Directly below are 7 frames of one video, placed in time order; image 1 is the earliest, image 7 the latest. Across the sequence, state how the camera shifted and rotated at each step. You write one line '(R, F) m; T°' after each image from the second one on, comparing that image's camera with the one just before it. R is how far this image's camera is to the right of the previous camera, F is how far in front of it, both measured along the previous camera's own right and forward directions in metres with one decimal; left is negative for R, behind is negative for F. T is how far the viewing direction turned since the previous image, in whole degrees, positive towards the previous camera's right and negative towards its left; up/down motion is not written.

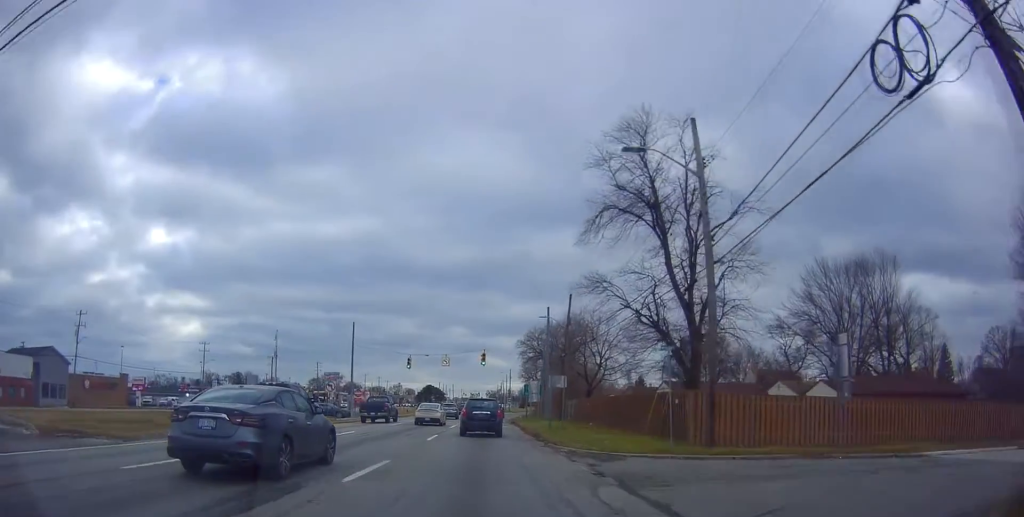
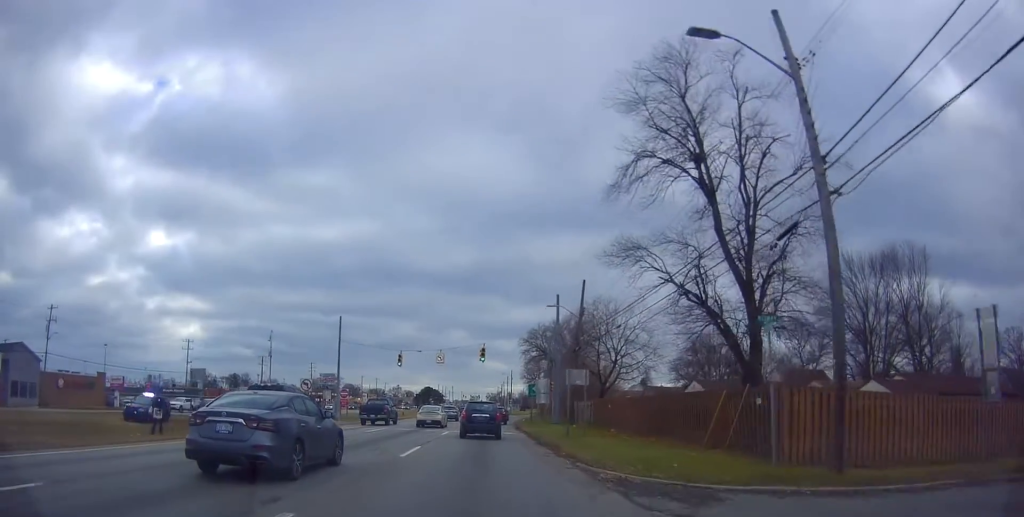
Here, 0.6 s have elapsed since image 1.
(-0.2, +7.1) m; 0°
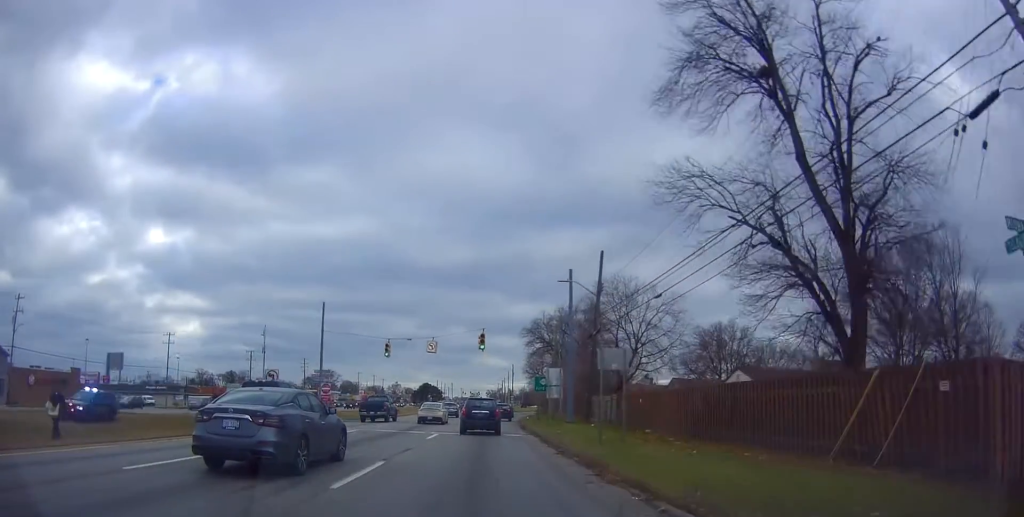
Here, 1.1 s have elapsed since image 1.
(-0.1, +7.2) m; 0°
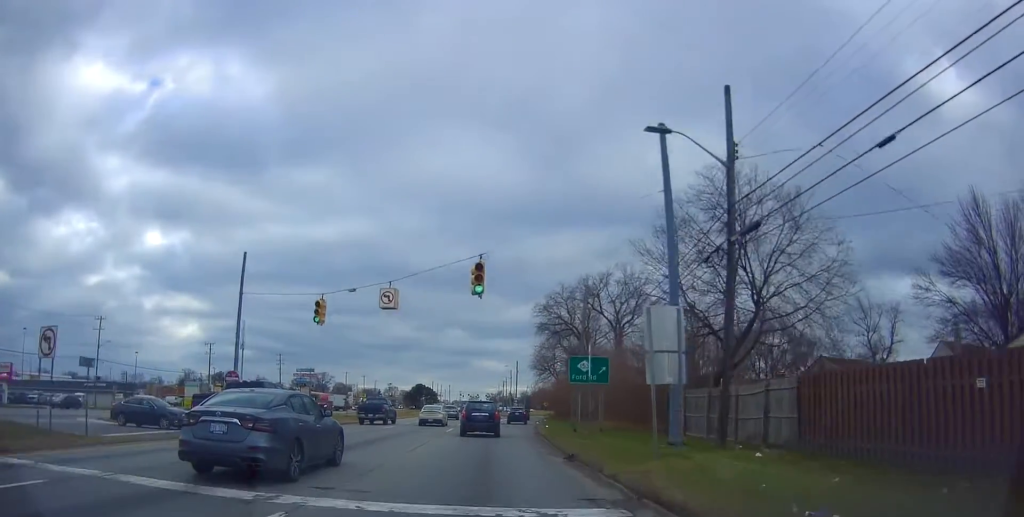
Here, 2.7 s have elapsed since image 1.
(+0.6, +21.3) m; +2°
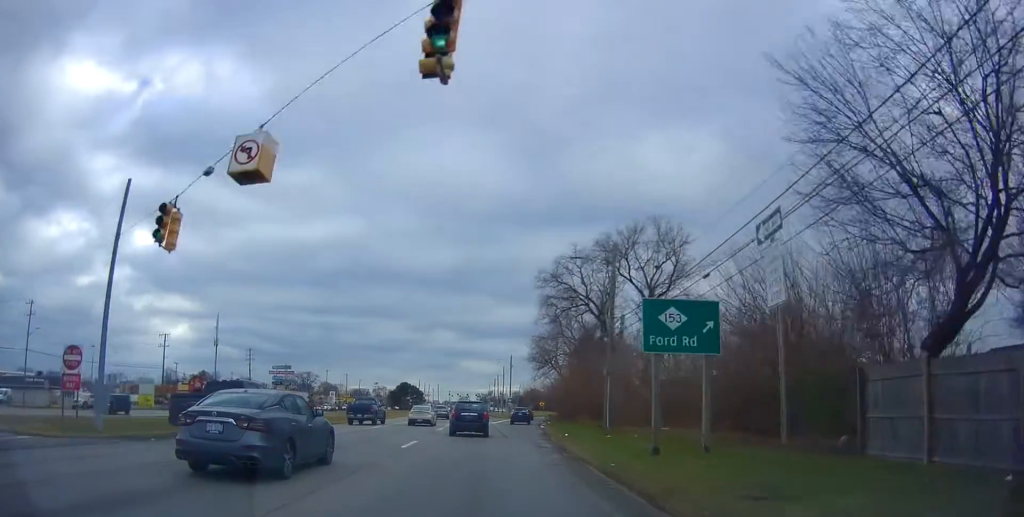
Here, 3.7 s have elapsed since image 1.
(0.0, +15.0) m; 0°
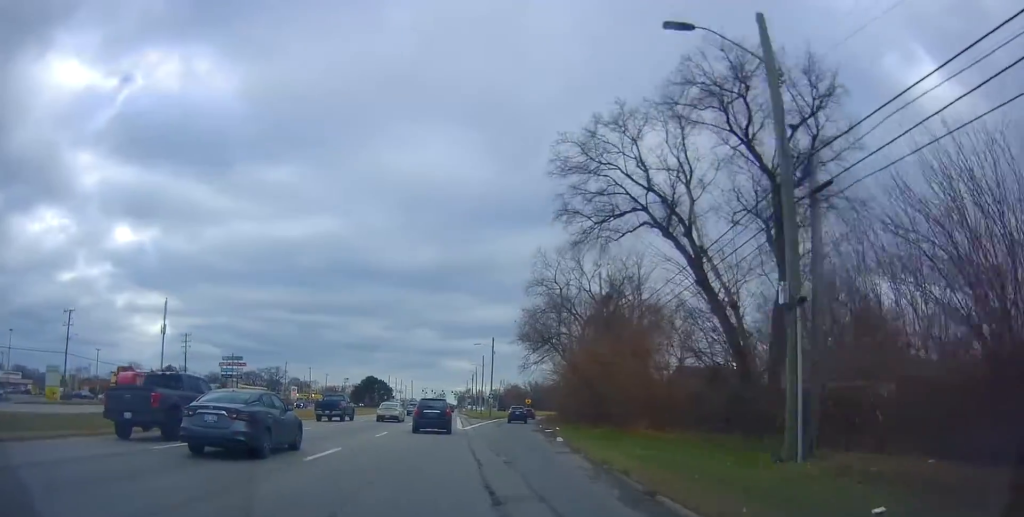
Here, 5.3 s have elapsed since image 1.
(+0.2, +23.7) m; +2°
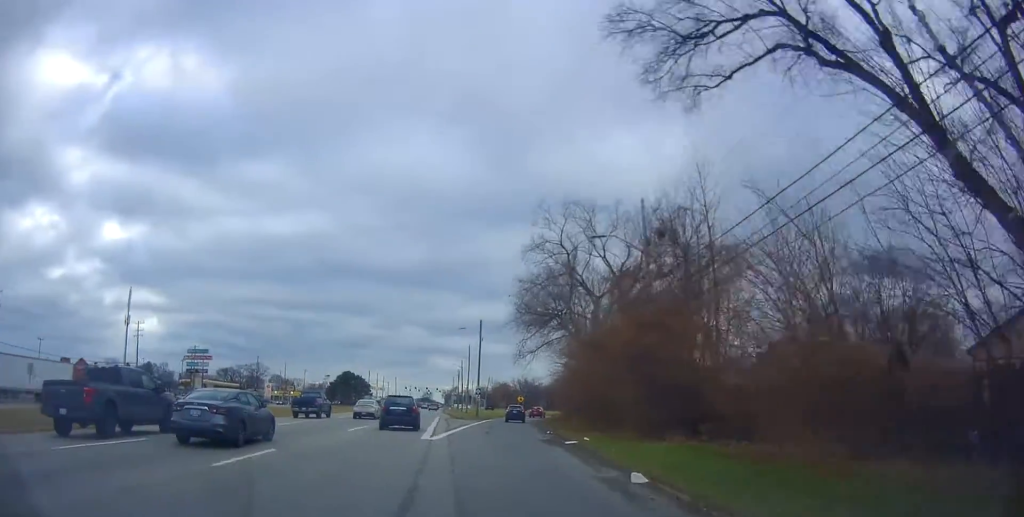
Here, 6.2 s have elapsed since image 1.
(+0.3, +14.9) m; +2°
